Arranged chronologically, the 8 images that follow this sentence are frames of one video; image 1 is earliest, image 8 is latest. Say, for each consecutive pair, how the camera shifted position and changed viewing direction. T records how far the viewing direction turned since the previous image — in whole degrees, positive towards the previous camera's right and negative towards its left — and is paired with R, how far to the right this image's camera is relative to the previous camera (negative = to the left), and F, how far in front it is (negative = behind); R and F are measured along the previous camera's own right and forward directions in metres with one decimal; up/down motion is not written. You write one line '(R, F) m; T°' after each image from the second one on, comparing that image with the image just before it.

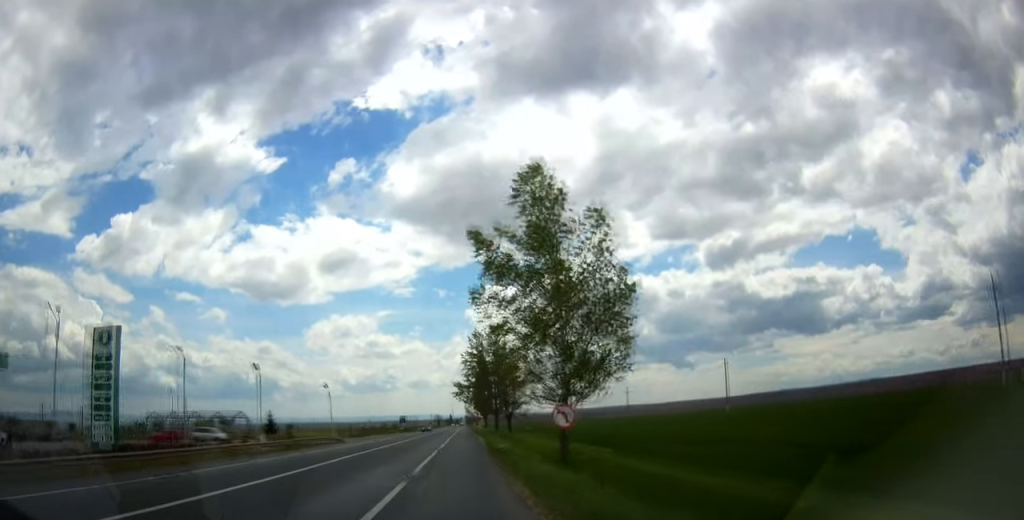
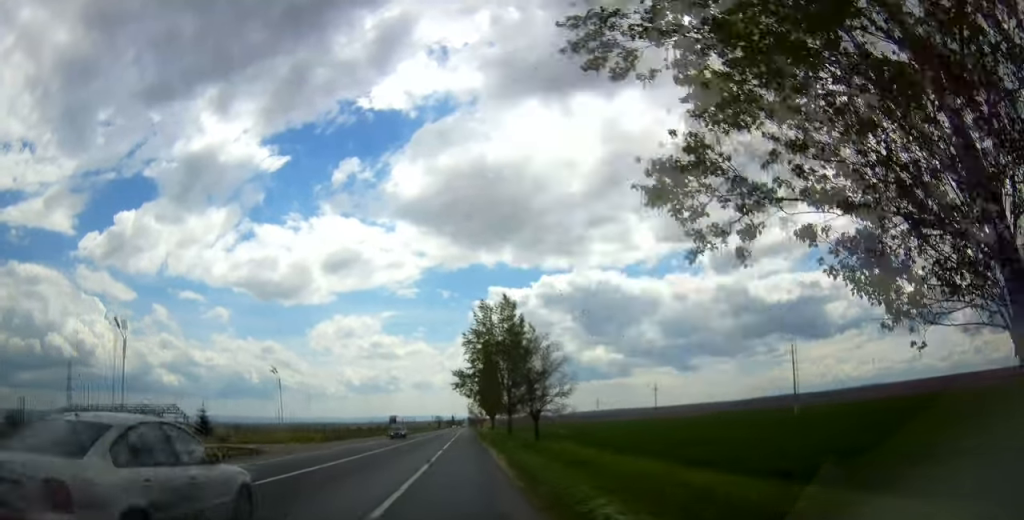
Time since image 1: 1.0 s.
(-0.3, +23.1) m; -1°
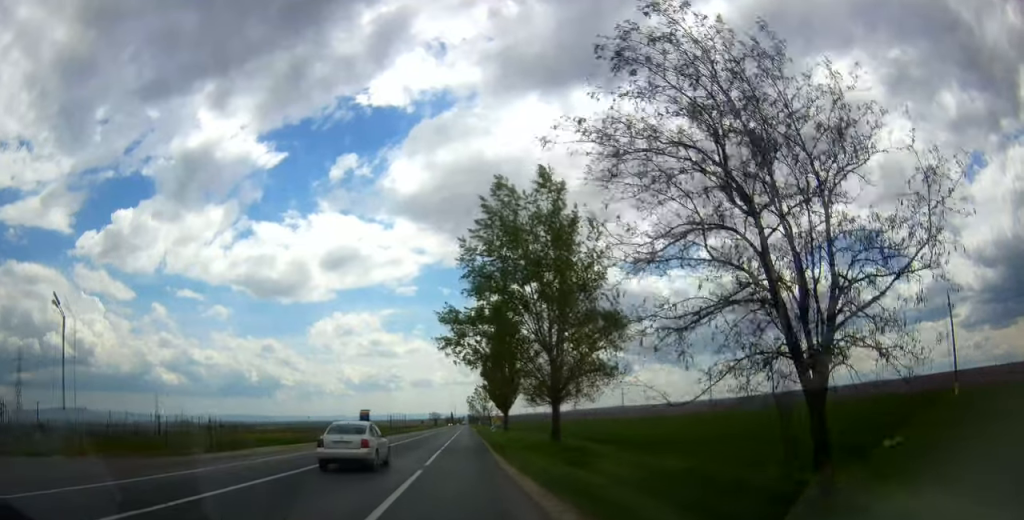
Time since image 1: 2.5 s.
(+0.4, +33.8) m; 0°
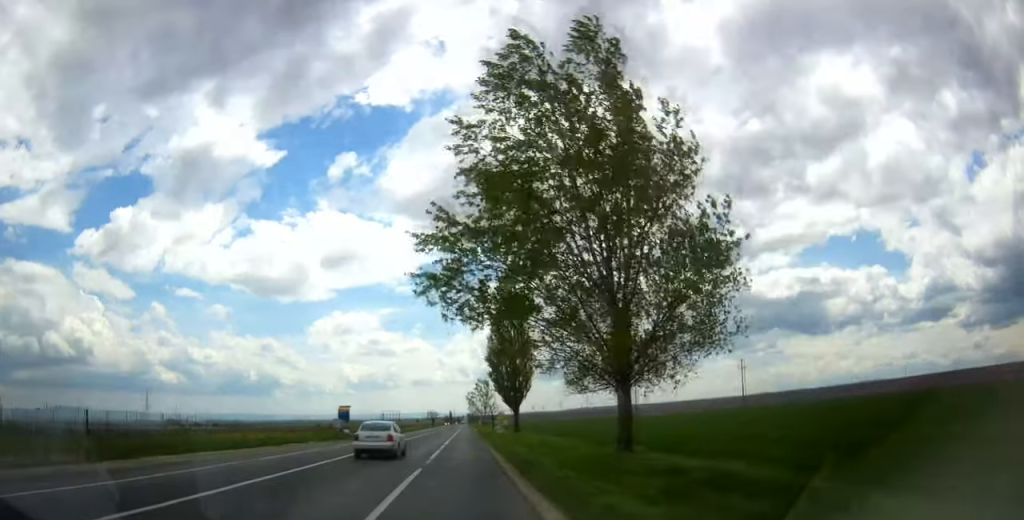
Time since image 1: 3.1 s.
(-0.3, +14.6) m; -1°
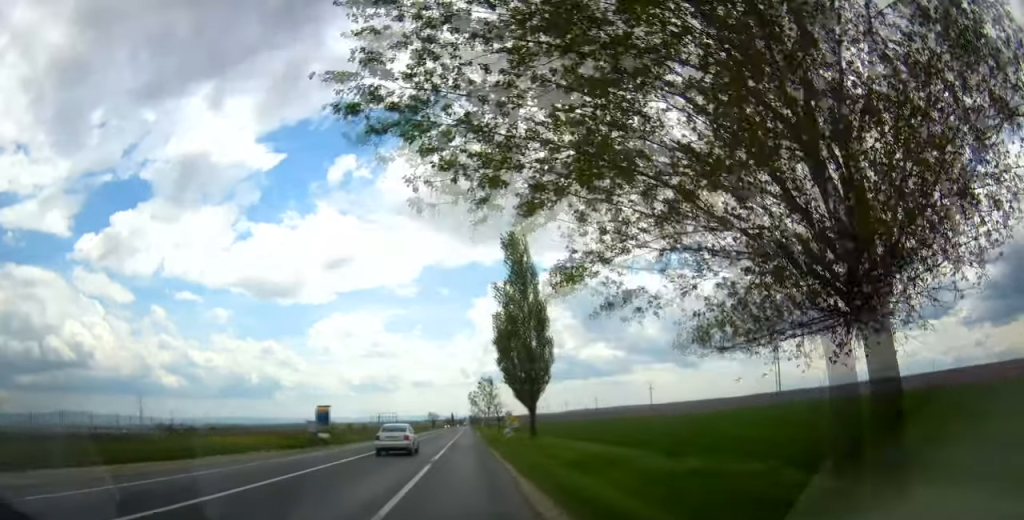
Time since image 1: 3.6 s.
(-0.1, +11.8) m; 0°
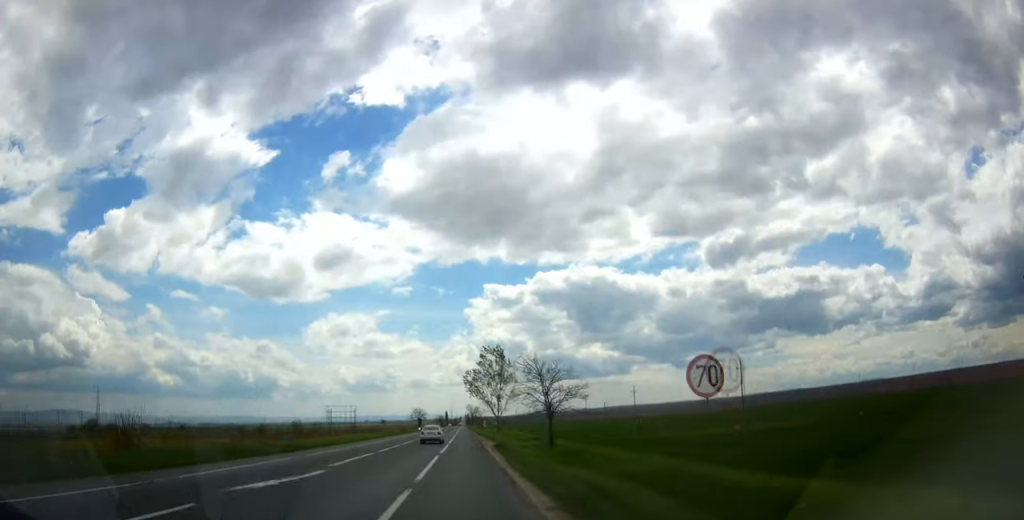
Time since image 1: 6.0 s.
(+0.3, +53.5) m; +1°
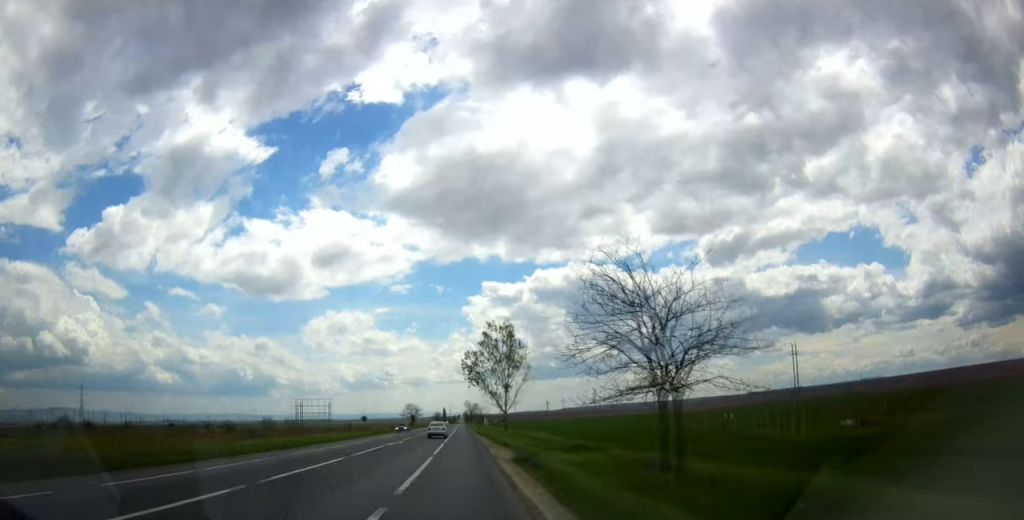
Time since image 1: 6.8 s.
(+0.1, +18.1) m; 0°
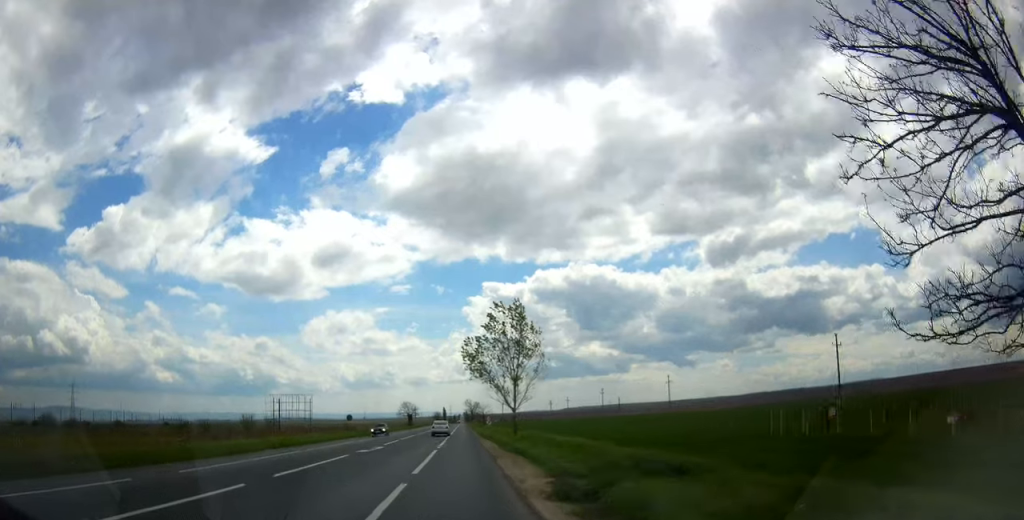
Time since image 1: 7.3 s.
(0.0, +10.9) m; 0°
